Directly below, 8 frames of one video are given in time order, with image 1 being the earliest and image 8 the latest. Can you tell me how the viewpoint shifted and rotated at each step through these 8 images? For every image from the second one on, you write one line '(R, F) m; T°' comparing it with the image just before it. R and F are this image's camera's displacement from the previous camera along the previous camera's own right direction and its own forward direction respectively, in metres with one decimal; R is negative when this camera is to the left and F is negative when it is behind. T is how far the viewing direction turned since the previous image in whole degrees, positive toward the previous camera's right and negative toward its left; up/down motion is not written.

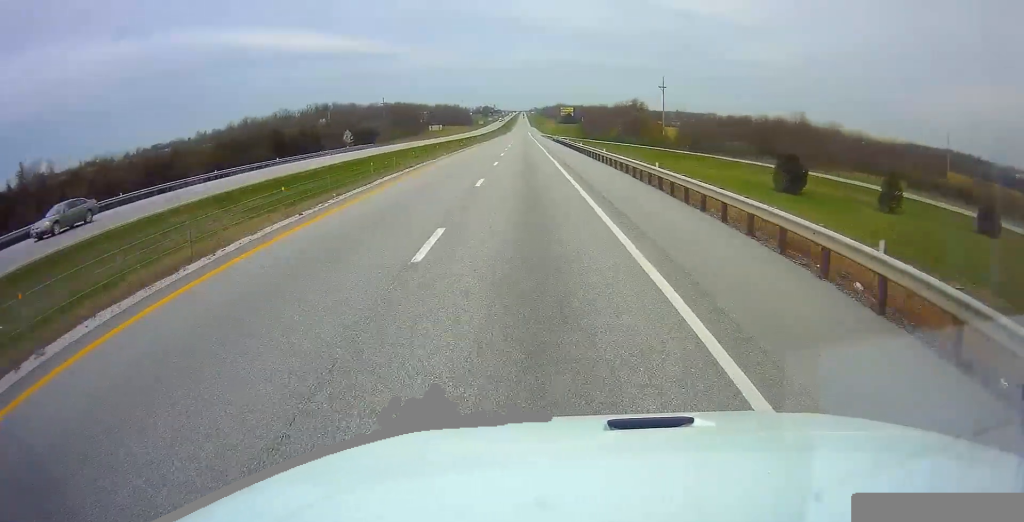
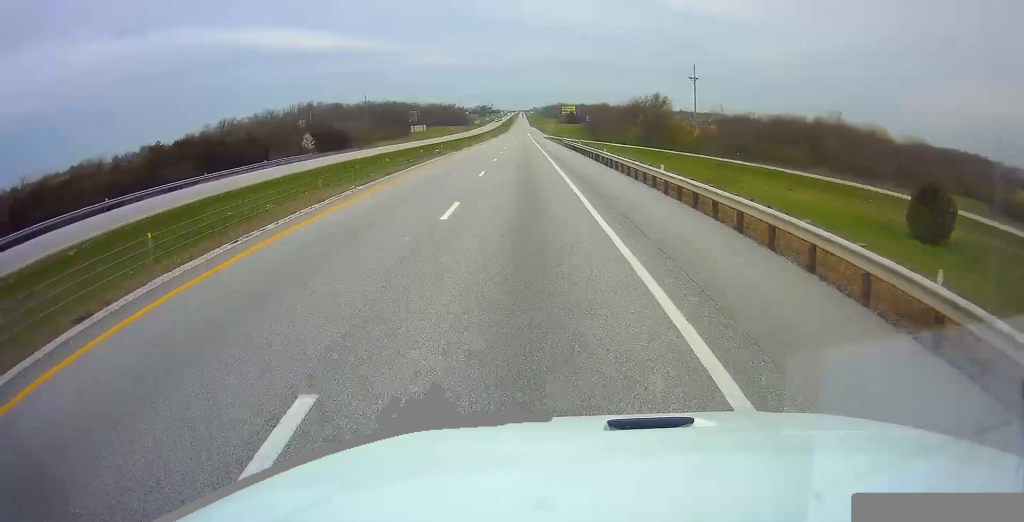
(+0.2, +32.2) m; 0°
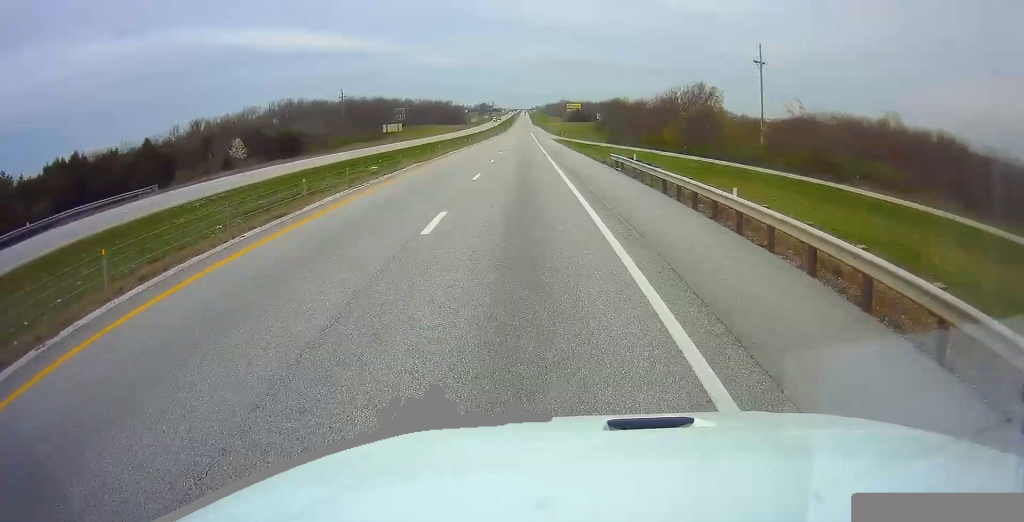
(-0.5, +38.2) m; -1°
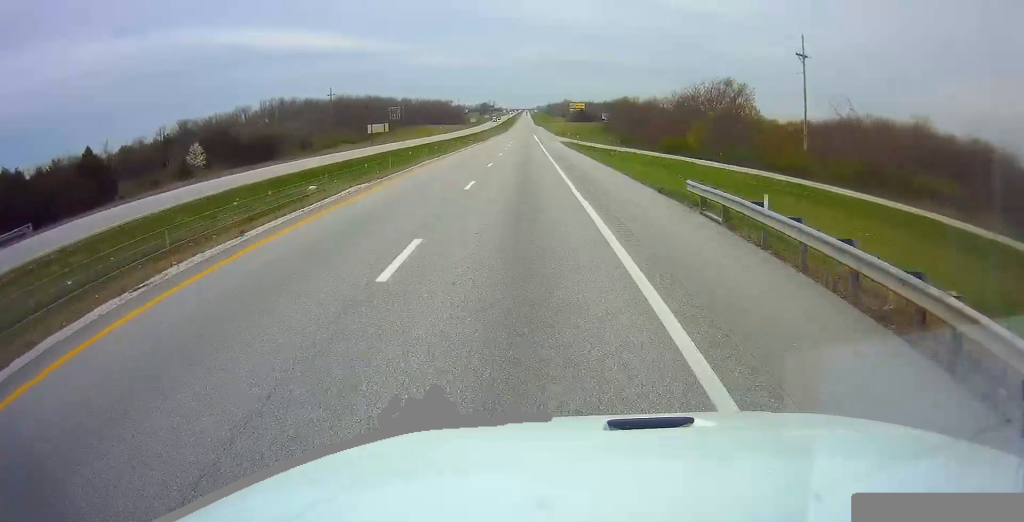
(0.0, +15.5) m; 0°
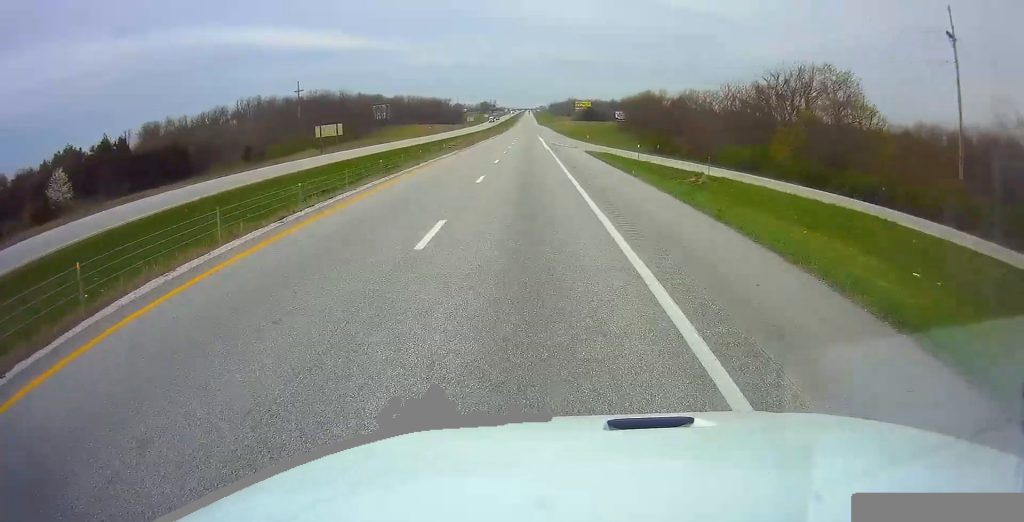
(0.0, +34.0) m; 0°
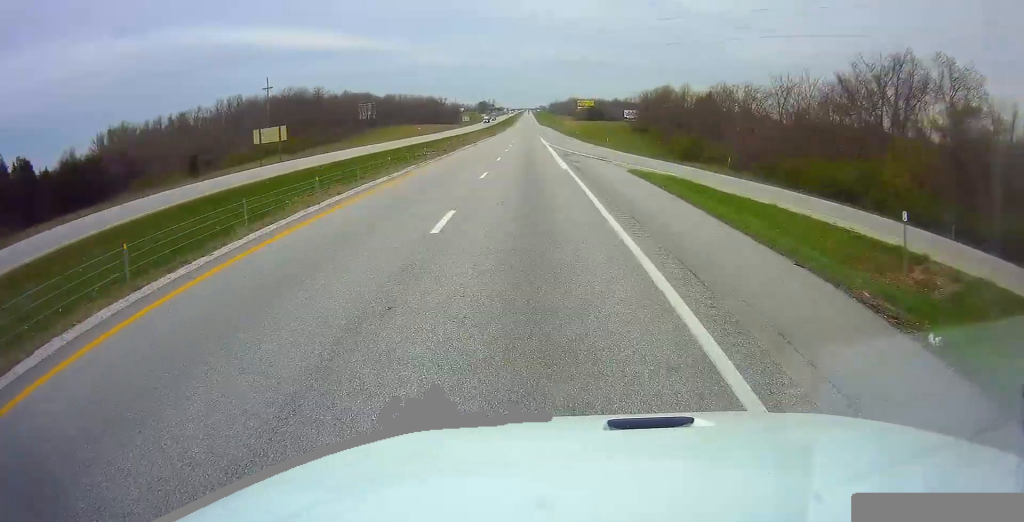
(+0.1, +22.6) m; 0°
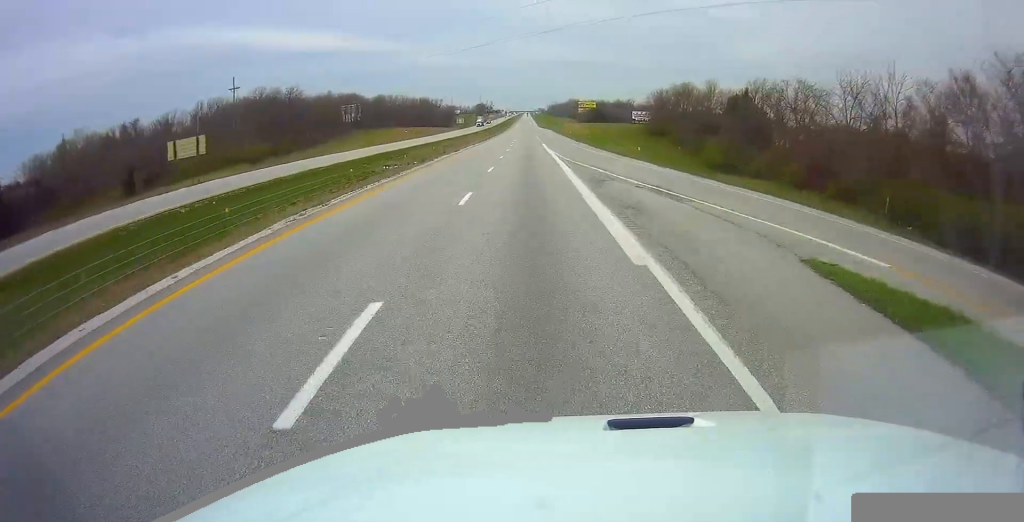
(-0.1, +19.6) m; 0°
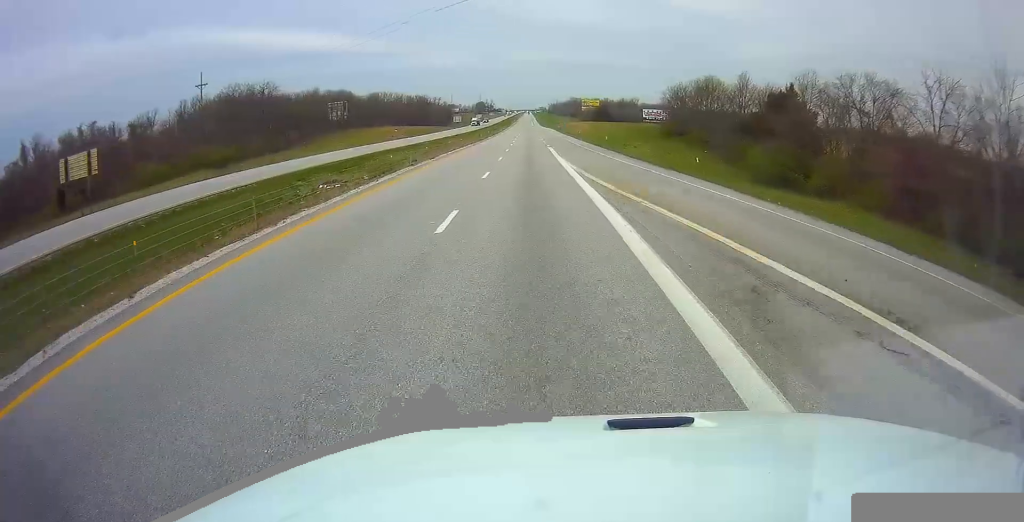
(0.0, +16.5) m; 0°
